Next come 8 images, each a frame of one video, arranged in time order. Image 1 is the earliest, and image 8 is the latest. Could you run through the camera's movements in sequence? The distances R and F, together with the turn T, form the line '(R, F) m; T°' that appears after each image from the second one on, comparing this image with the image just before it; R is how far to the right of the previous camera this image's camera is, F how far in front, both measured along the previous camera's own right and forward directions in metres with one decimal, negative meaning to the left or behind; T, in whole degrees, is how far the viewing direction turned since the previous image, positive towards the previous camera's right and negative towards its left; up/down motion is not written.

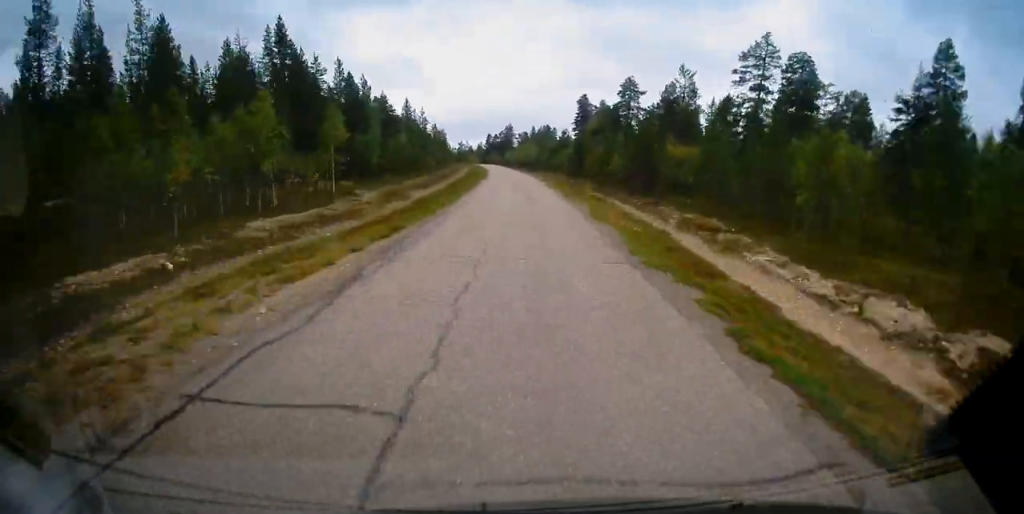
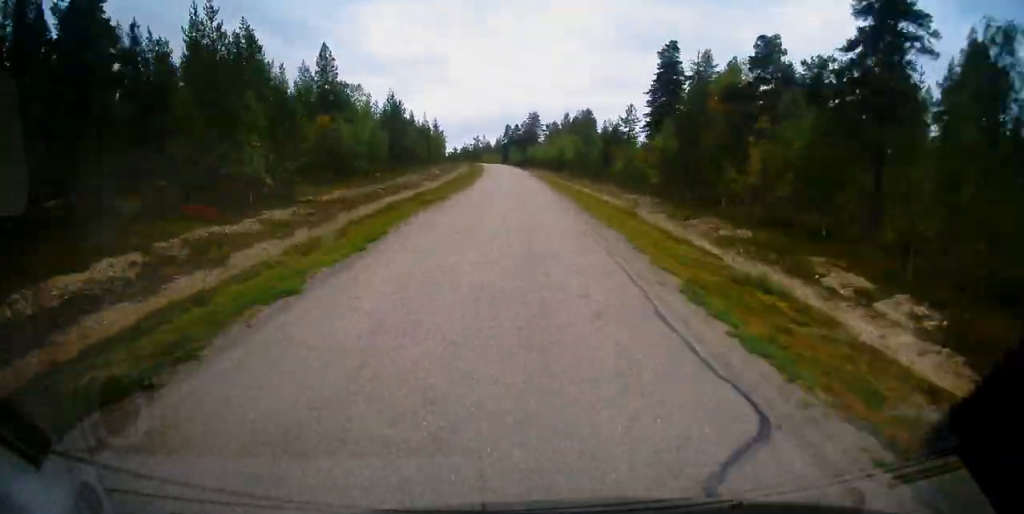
(-1.3, +61.6) m; -3°
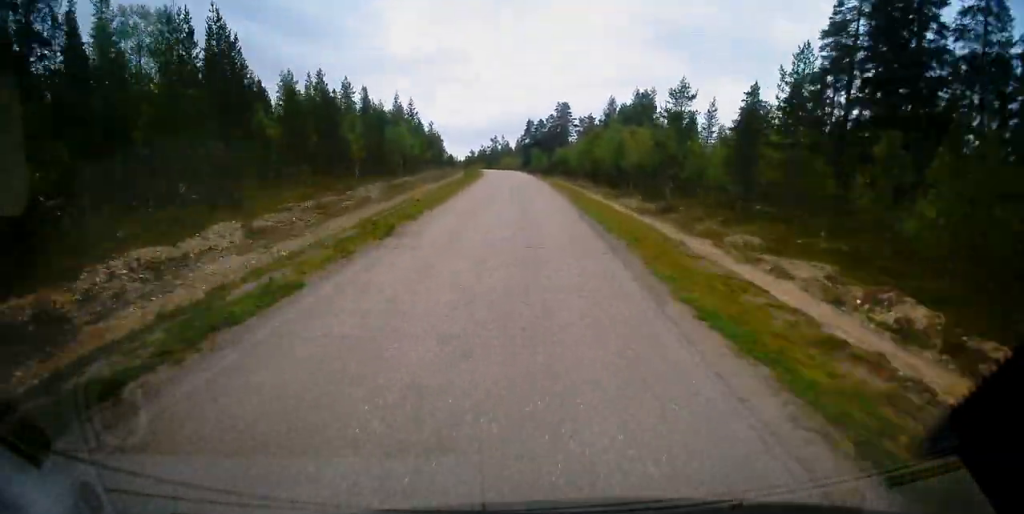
(-0.8, +47.0) m; -2°
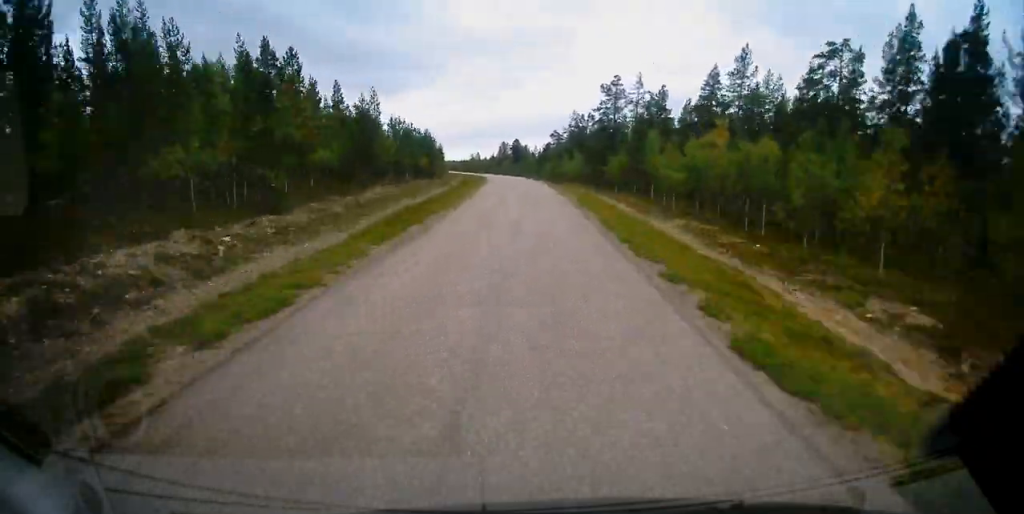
(-13.3, +178.5) m; -8°
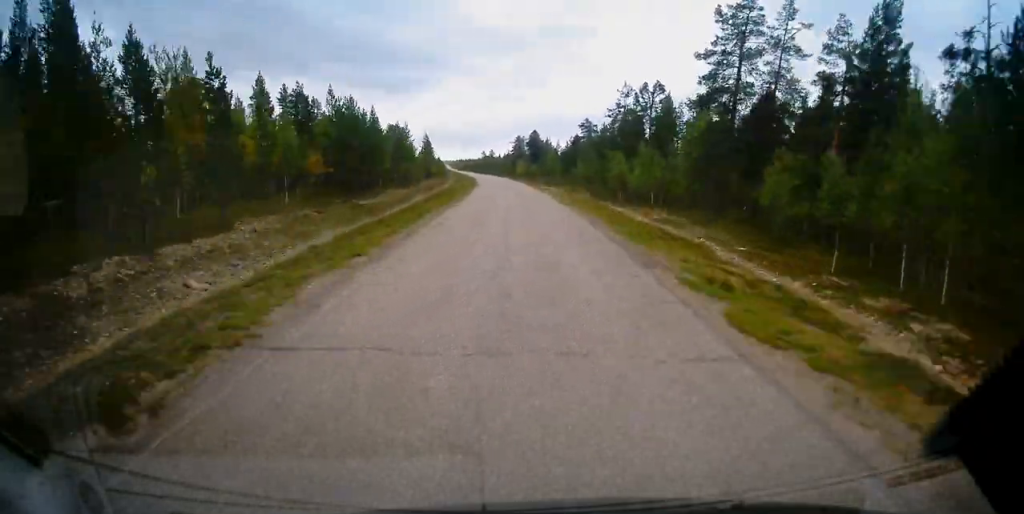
(-0.5, +47.3) m; -2°
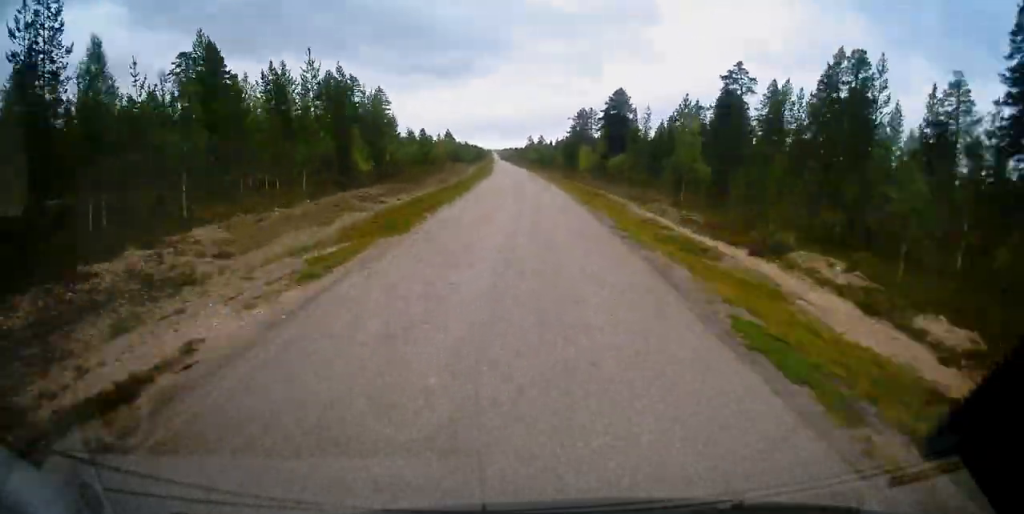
(-2.7, +75.1) m; -4°
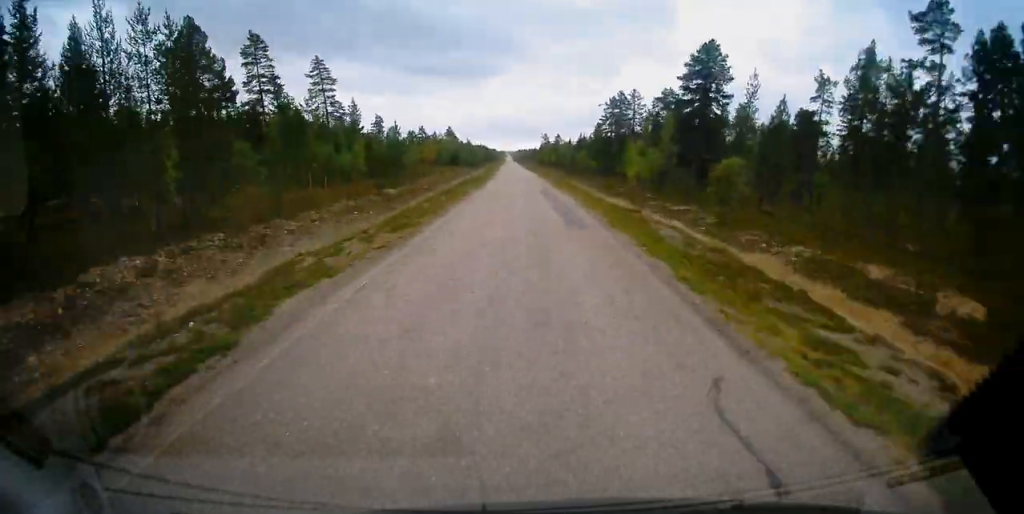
(-0.9, +35.6) m; -1°
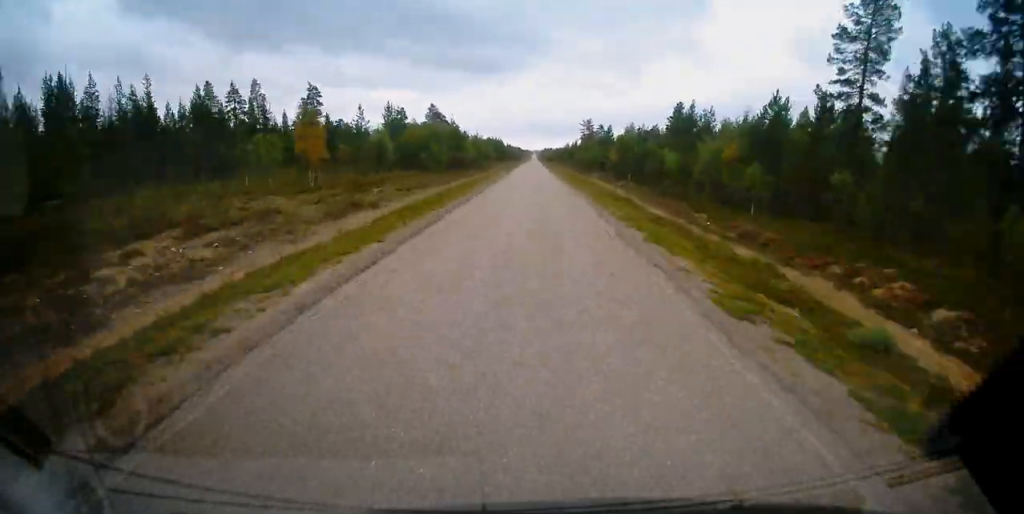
(-1.6, +77.6) m; -1°
